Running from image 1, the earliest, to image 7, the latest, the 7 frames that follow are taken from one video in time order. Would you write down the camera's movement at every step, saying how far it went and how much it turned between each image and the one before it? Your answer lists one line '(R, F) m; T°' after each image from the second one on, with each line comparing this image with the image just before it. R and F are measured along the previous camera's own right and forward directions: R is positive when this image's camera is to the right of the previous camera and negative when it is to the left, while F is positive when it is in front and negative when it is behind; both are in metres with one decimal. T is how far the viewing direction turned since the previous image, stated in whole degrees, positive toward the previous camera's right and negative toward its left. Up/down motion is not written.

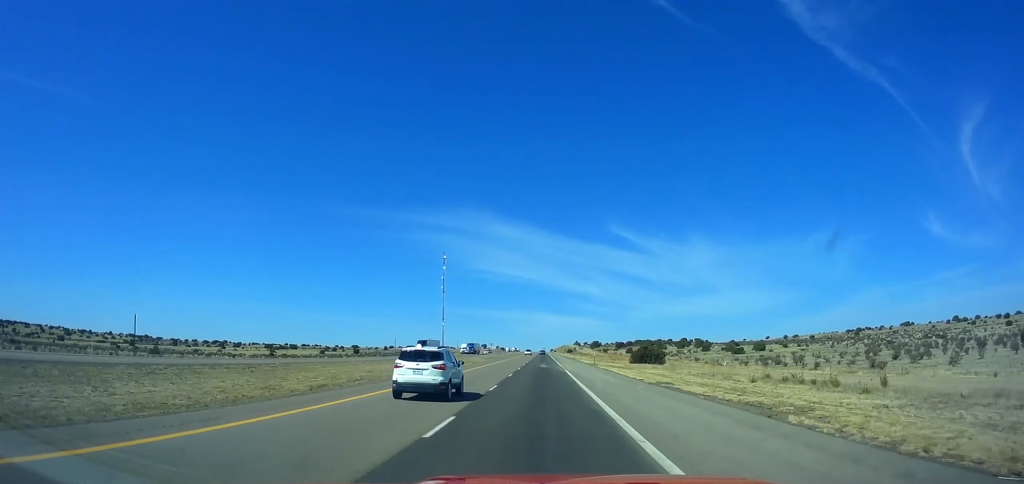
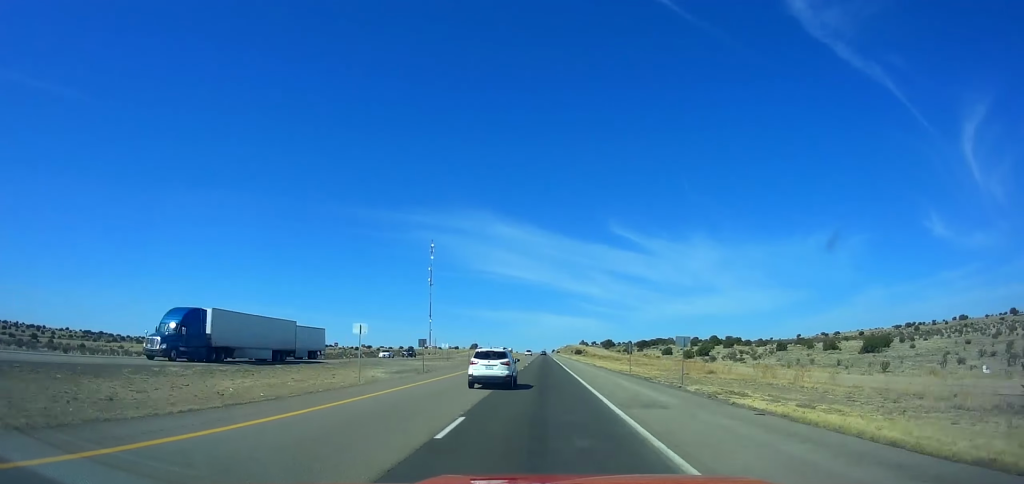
(+0.7, +84.5) m; 0°
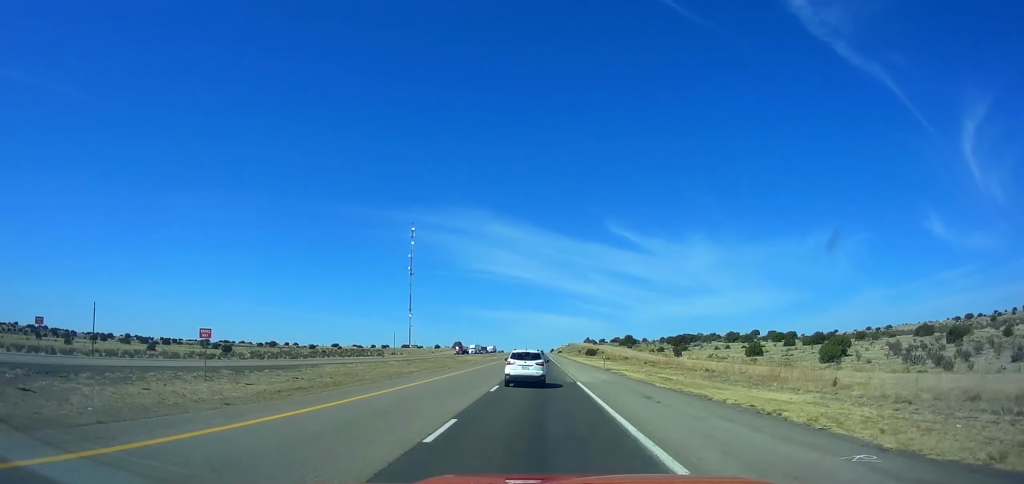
(-0.7, +84.9) m; 0°
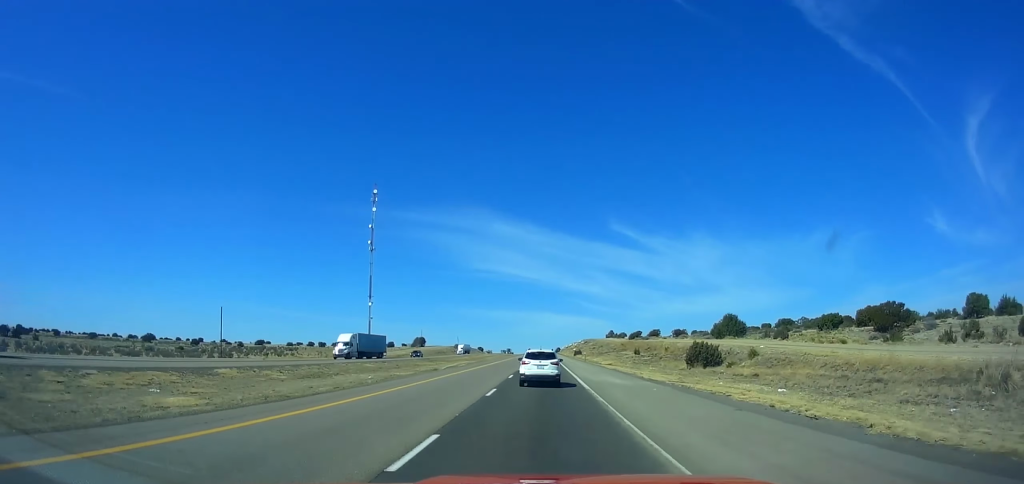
(+0.6, +135.3) m; 0°
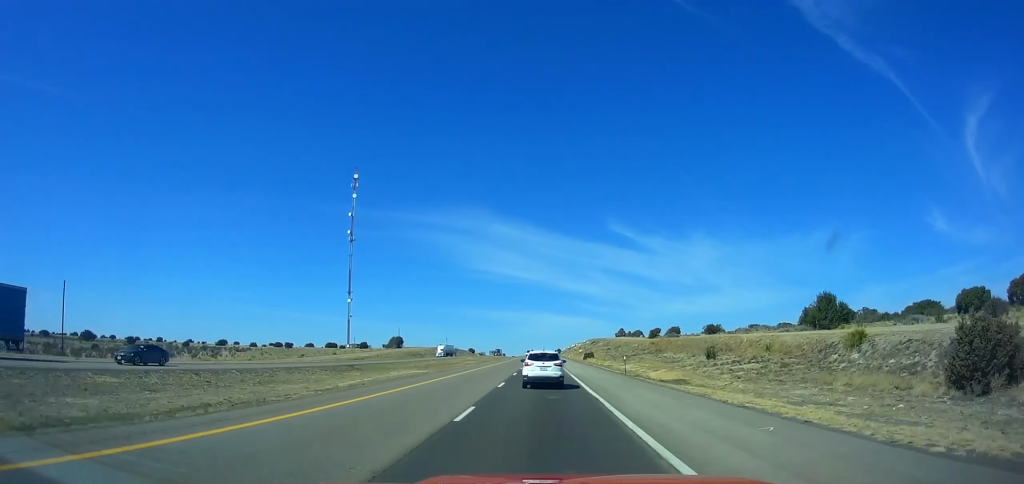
(-0.4, +42.9) m; 0°
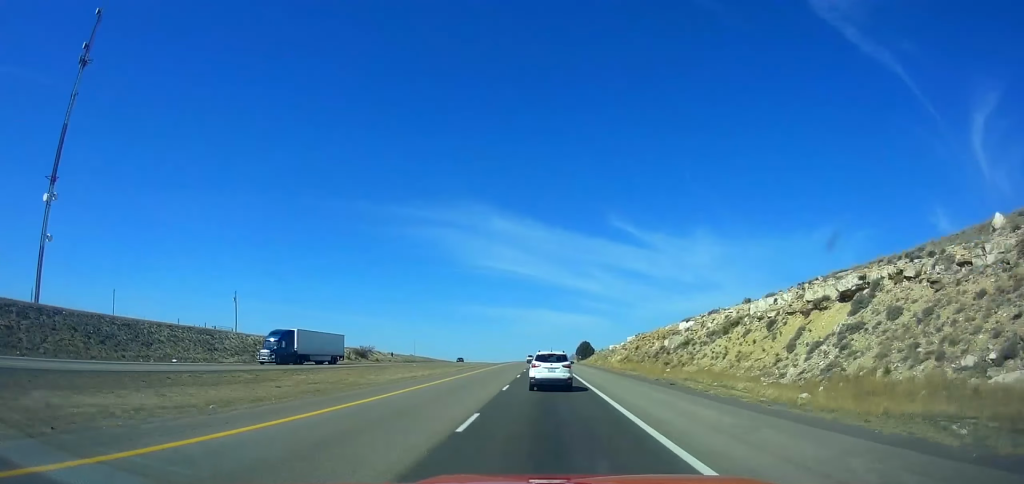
(-0.5, +255.0) m; 0°
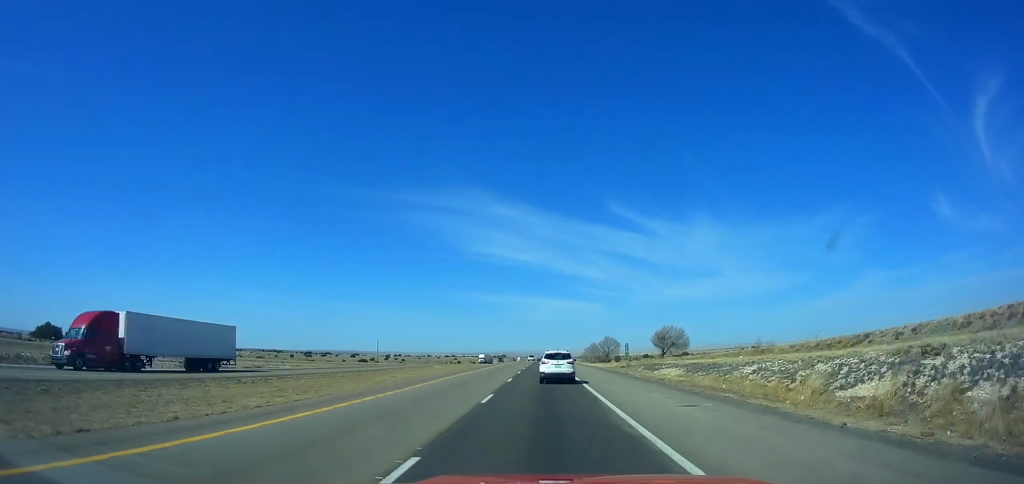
(+1.8, +224.2) m; 0°
